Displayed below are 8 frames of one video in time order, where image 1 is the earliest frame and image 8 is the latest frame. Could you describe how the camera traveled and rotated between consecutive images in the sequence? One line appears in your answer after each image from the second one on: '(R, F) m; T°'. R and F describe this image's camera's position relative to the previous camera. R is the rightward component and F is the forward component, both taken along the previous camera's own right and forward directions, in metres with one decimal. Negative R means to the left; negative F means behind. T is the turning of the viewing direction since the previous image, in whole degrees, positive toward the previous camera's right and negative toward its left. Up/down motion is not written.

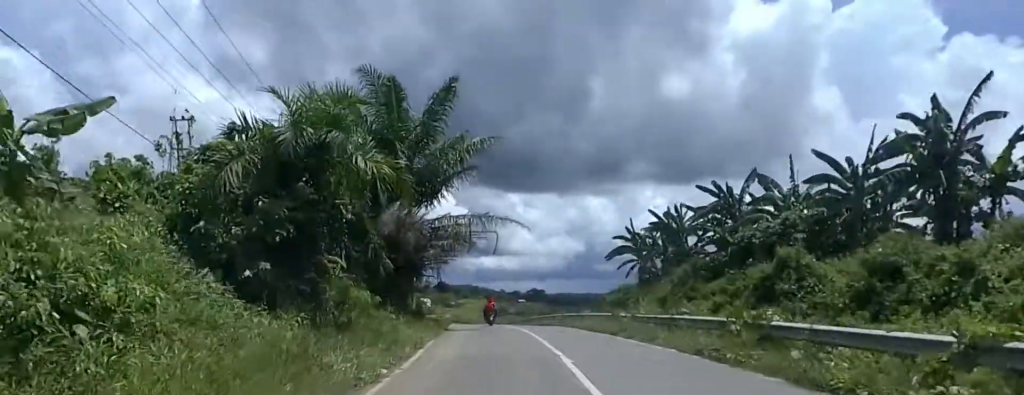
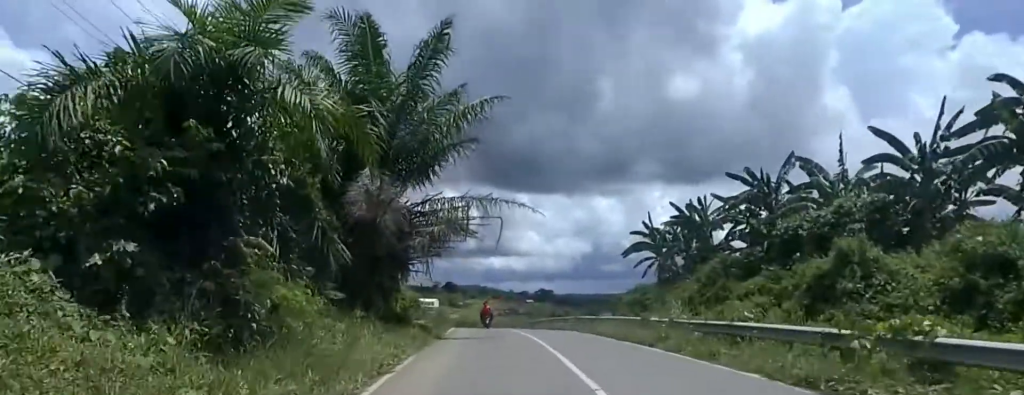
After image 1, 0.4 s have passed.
(-0.4, +4.4) m; -4°
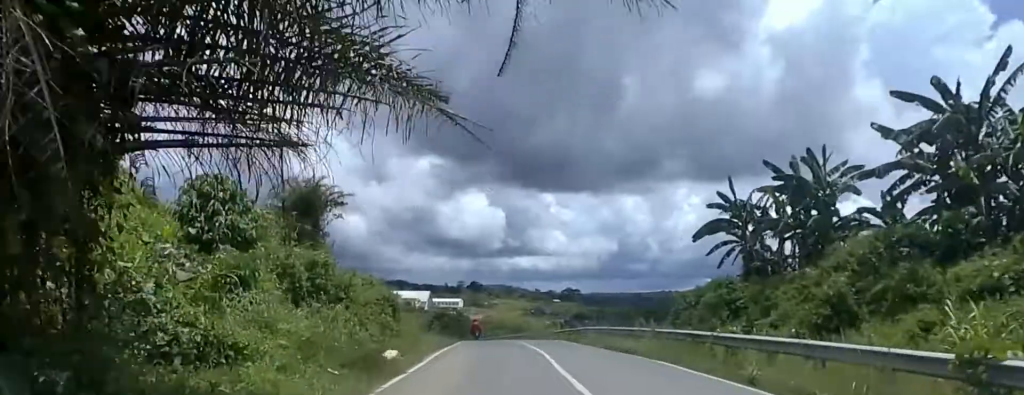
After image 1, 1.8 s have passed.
(-1.5, +14.3) m; 0°
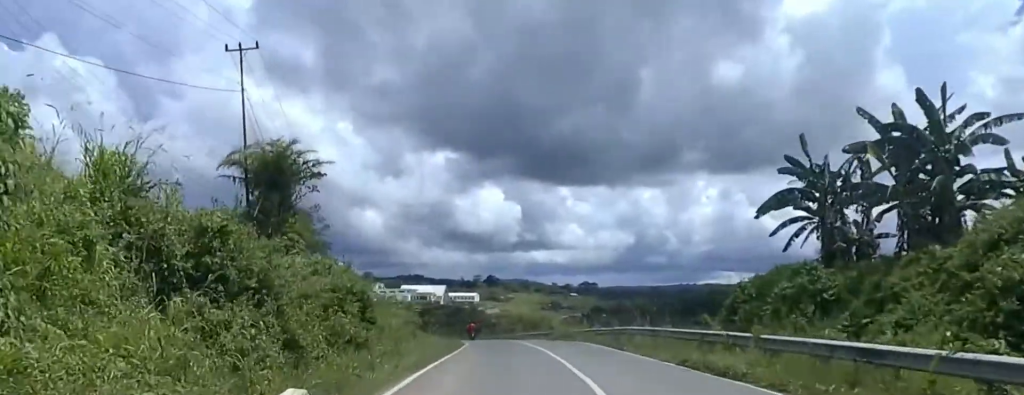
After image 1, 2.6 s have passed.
(+0.6, +7.5) m; +3°
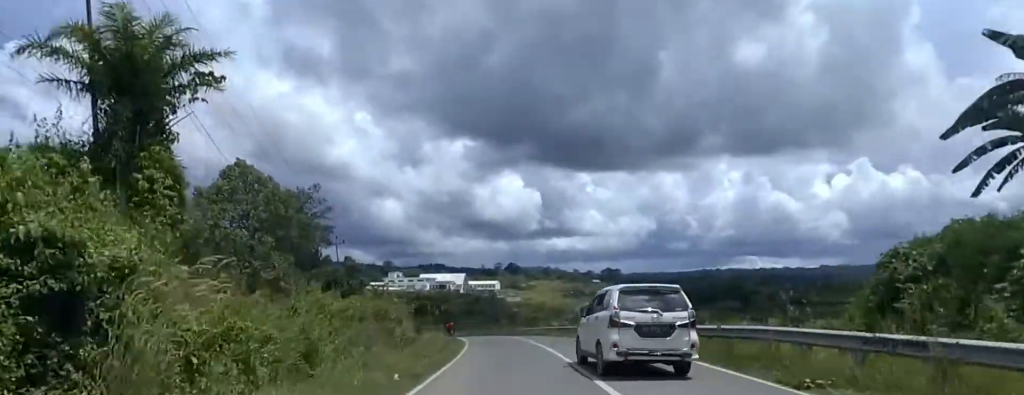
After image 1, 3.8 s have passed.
(0.0, +12.6) m; -4°
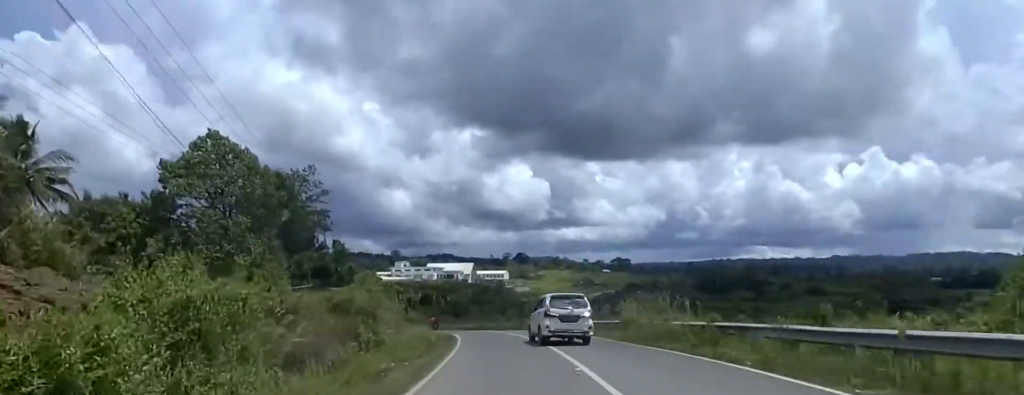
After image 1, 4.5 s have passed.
(-0.4, +7.5) m; -4°
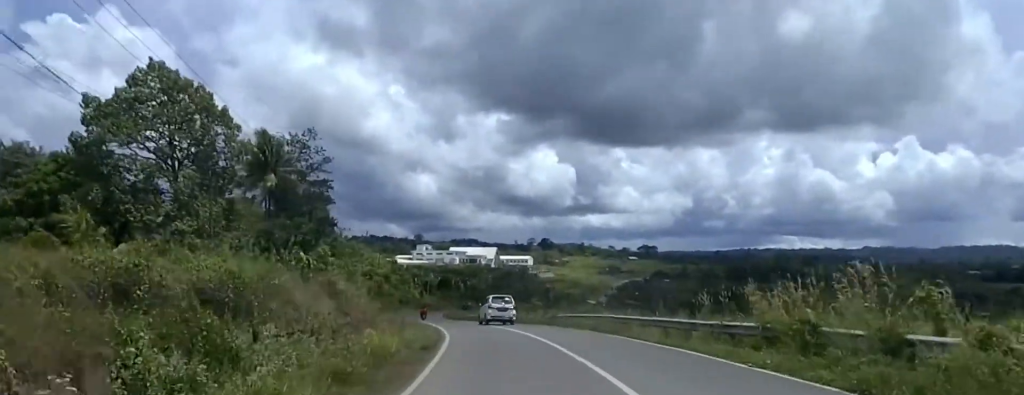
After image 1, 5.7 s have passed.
(-0.4, +13.1) m; -4°
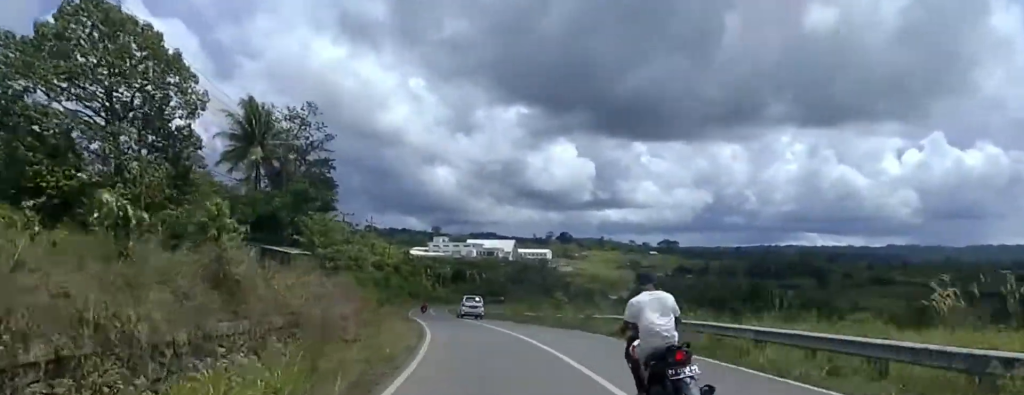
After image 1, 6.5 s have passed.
(-0.3, +9.4) m; -2°
